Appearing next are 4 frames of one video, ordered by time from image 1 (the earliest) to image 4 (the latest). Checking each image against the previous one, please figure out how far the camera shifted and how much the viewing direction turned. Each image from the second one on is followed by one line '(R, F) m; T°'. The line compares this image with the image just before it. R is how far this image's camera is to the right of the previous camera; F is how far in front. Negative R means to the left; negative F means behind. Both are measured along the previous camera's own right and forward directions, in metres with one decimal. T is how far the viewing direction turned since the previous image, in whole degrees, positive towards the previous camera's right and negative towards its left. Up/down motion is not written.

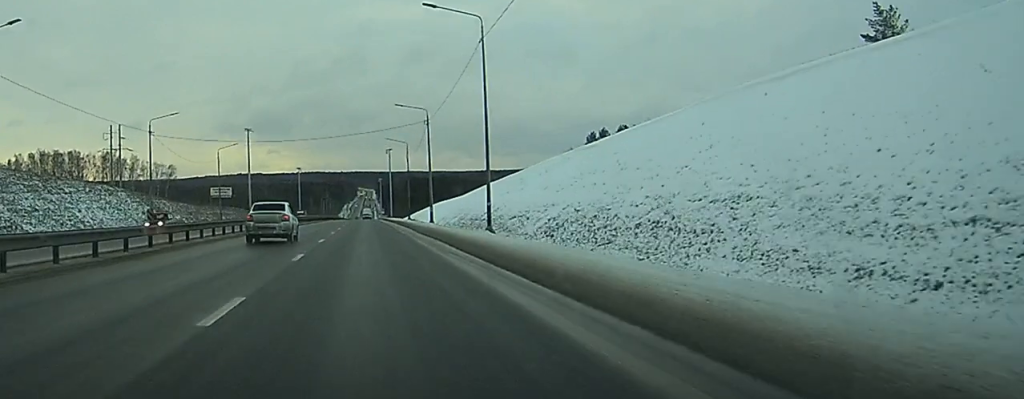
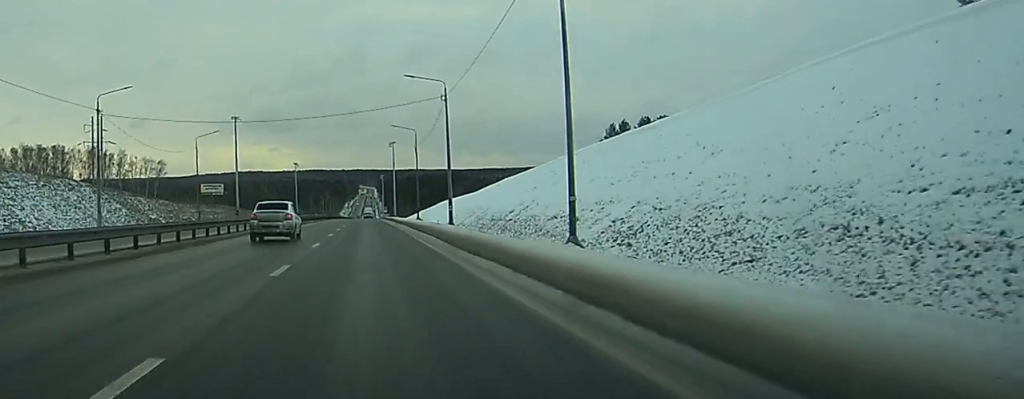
(+0.1, +17.2) m; 0°
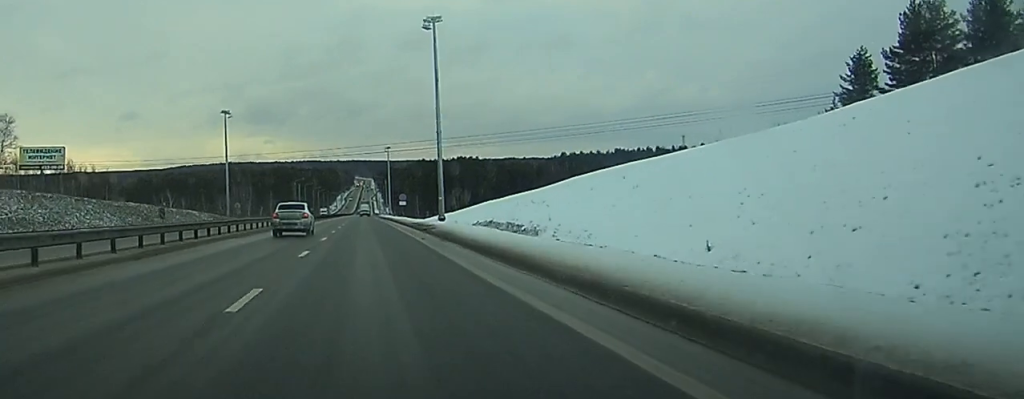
(-0.2, +125.4) m; 0°
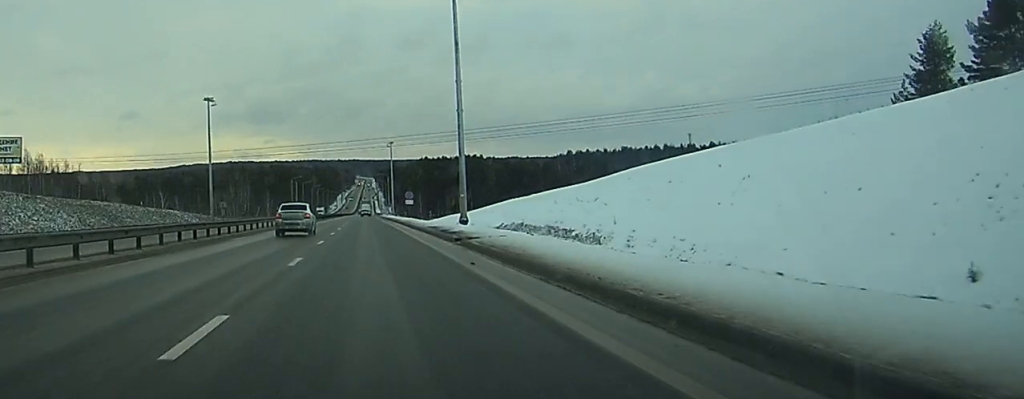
(0.0, +15.4) m; 0°
